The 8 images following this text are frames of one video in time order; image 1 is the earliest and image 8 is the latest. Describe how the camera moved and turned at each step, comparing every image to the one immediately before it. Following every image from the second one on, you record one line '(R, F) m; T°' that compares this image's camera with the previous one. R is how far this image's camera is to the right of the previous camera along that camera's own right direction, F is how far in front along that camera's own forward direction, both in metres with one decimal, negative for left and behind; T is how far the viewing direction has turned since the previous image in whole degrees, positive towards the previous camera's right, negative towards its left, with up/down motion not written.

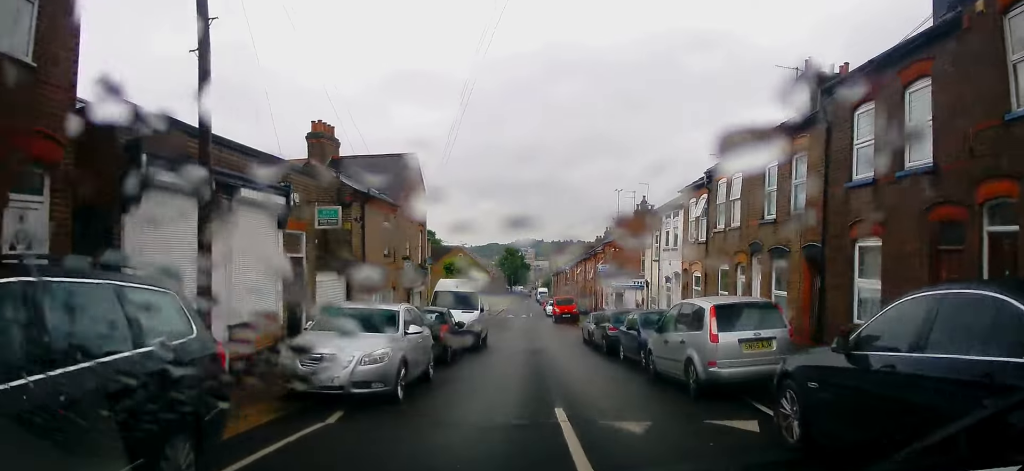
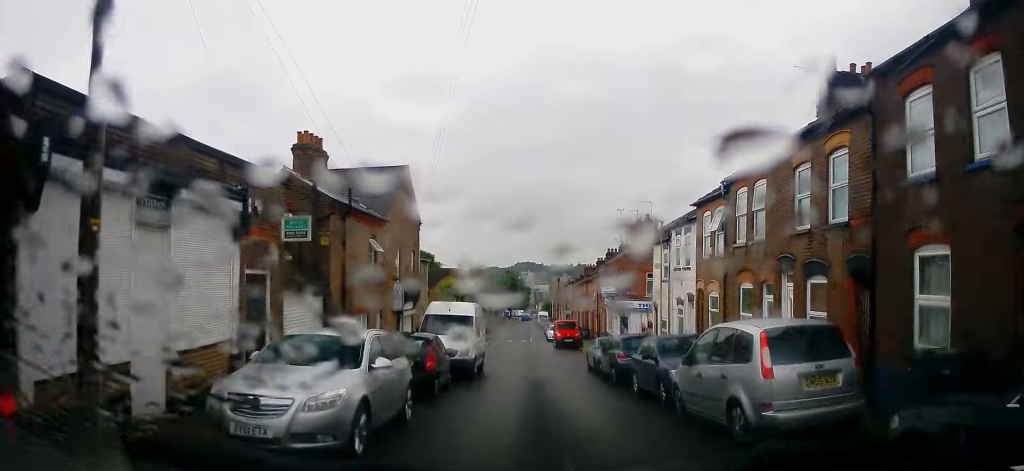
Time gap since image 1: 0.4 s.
(0.0, +2.2) m; 0°
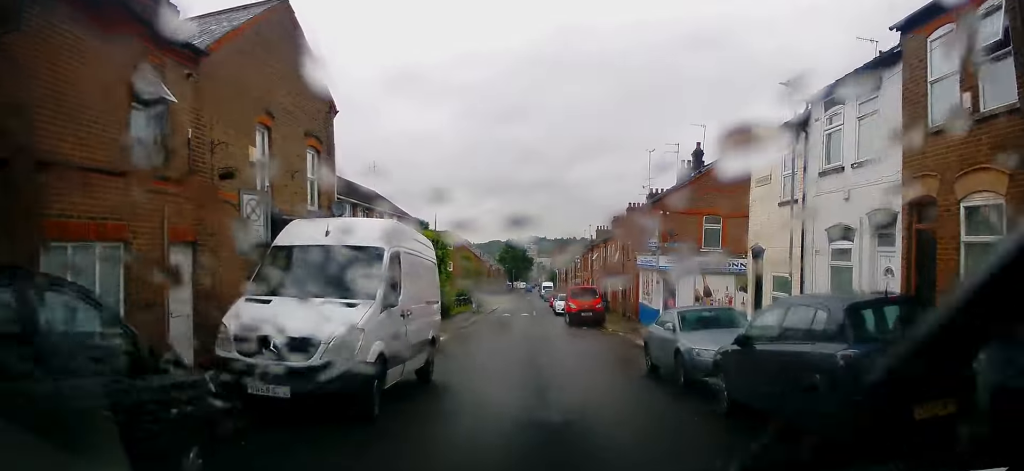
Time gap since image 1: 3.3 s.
(+0.4, +12.7) m; +1°
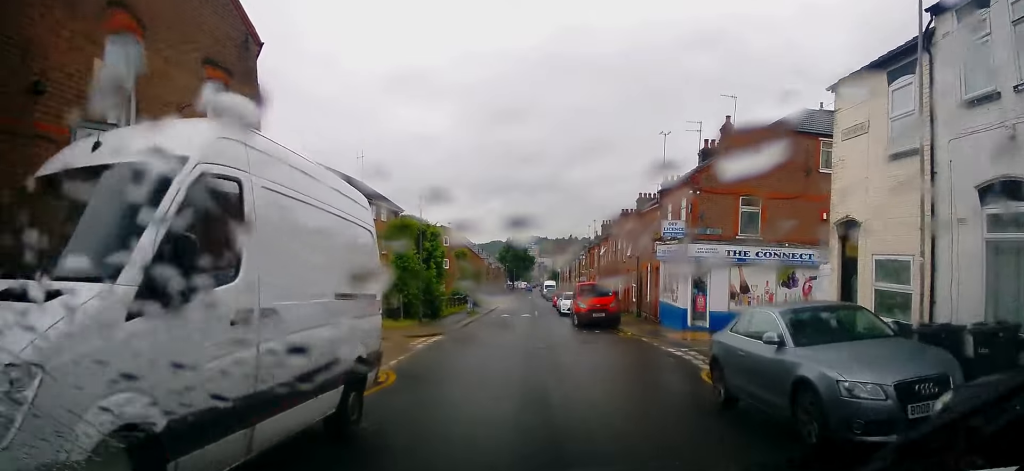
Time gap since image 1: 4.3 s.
(-0.1, +4.8) m; +1°
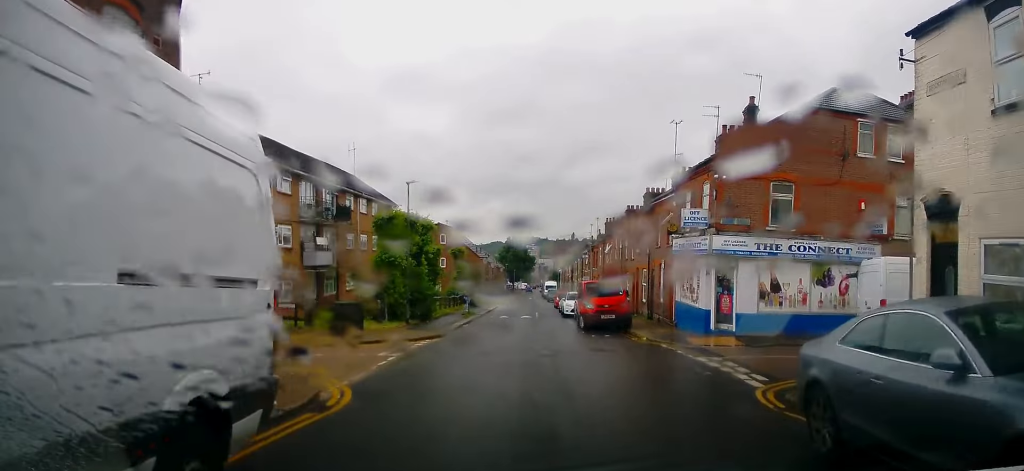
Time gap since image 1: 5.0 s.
(+0.1, +3.0) m; +1°
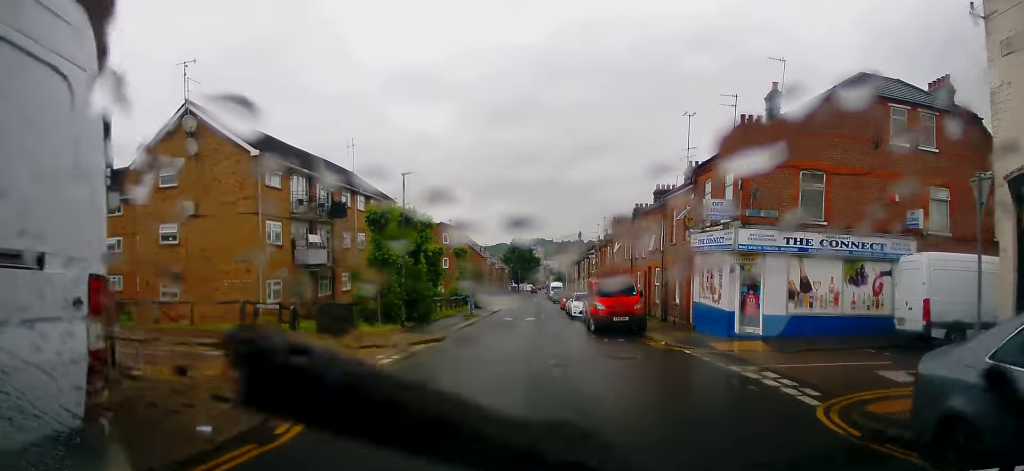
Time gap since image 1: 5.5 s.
(+0.1, +2.0) m; 0°
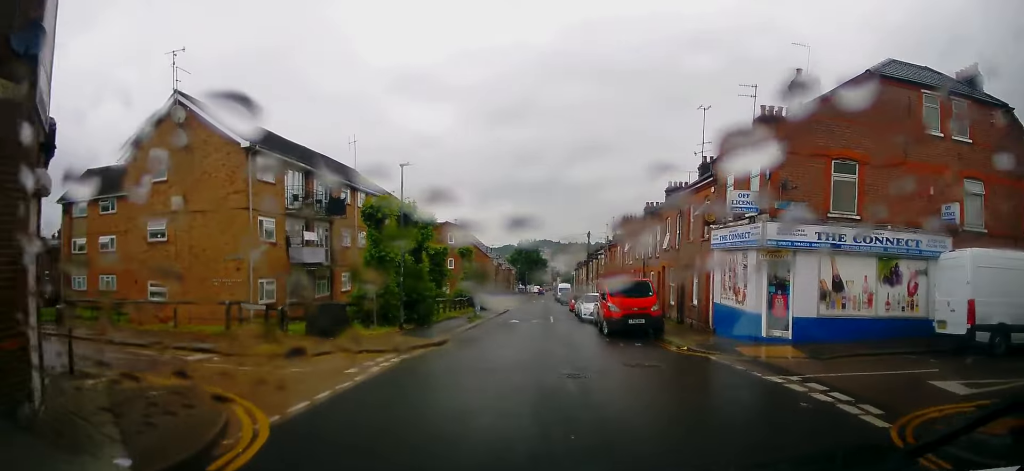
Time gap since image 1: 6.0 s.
(0.0, +1.8) m; -2°
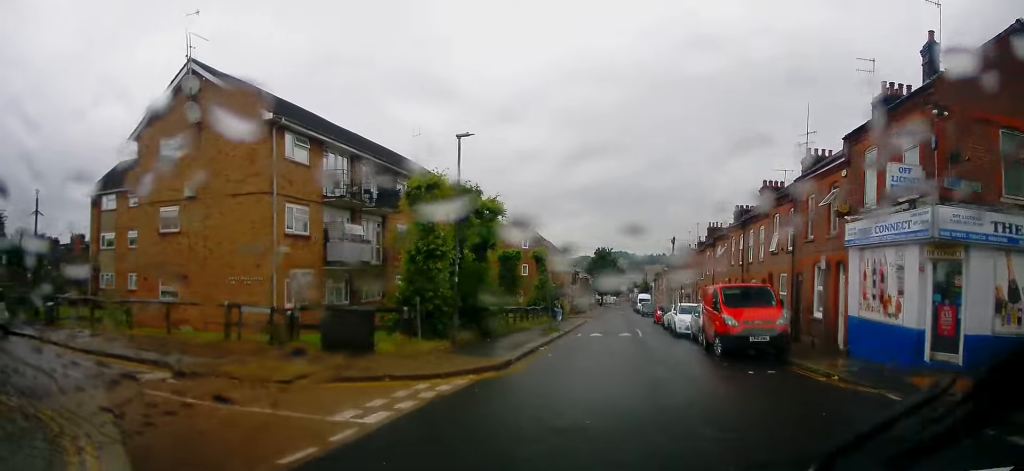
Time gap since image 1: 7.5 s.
(-0.5, +5.0) m; -10°
